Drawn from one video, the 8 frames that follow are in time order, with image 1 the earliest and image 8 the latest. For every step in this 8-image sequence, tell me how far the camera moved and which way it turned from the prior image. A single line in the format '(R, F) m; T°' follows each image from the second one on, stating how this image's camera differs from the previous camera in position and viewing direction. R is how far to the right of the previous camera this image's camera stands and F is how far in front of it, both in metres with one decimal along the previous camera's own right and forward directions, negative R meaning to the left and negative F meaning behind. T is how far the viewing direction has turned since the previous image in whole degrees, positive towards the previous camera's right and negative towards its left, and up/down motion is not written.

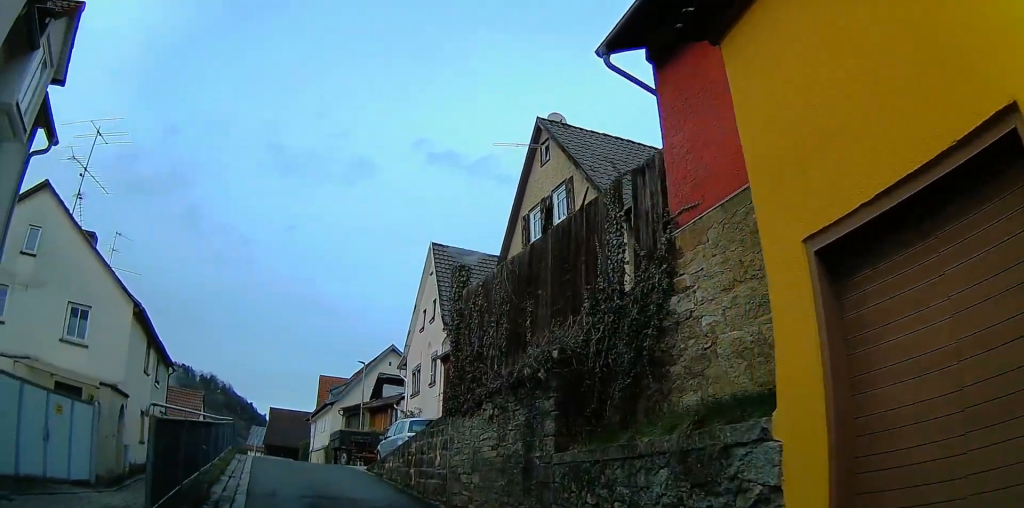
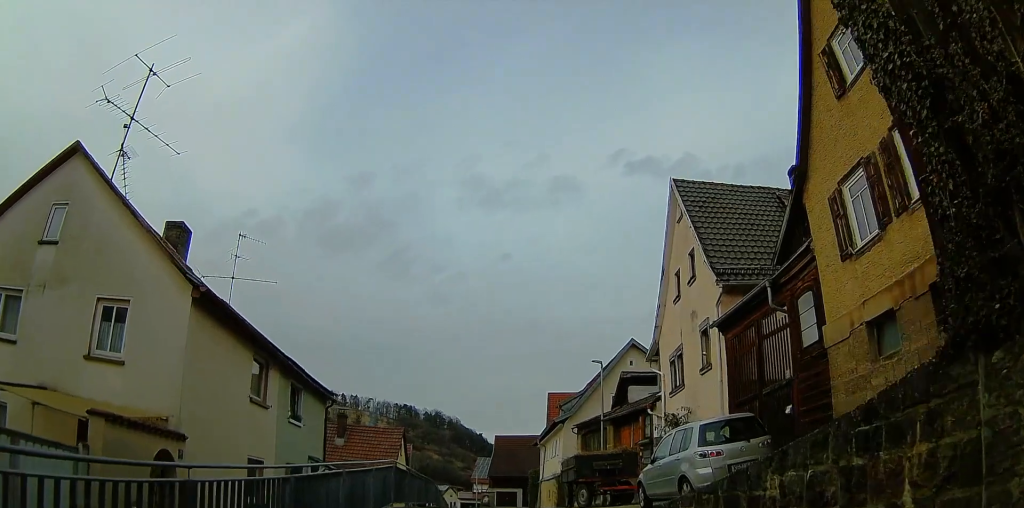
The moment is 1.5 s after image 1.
(-2.0, +7.7) m; -22°
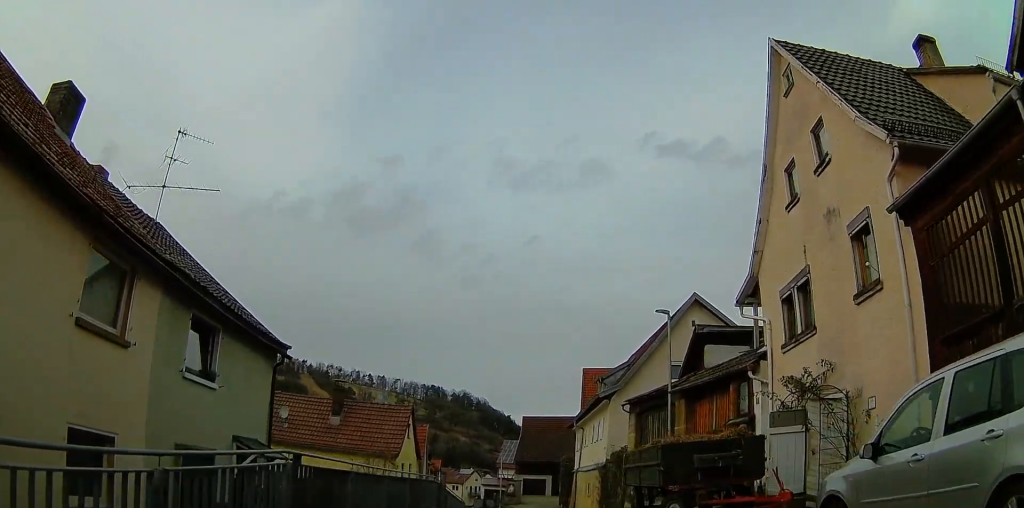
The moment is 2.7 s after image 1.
(-0.7, +6.4) m; -7°
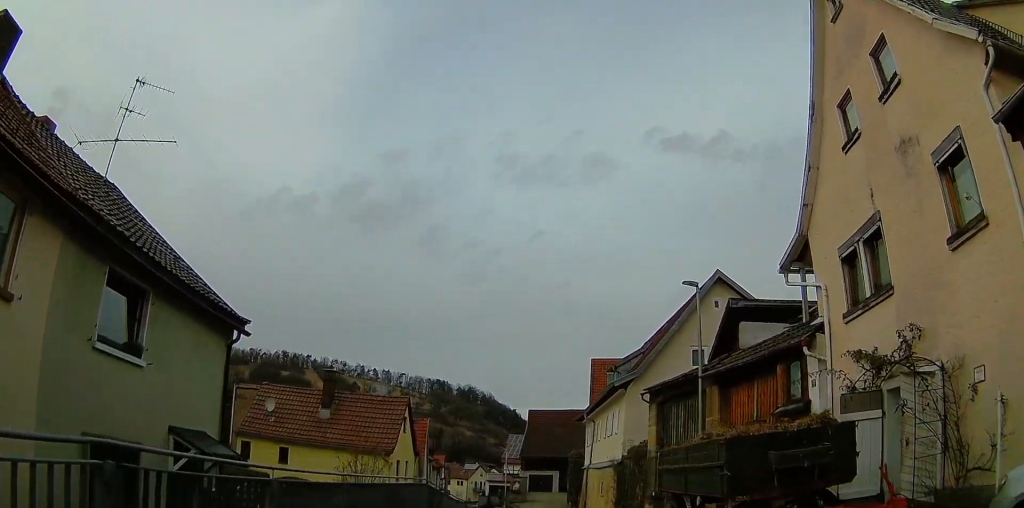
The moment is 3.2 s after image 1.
(0.0, +2.6) m; +1°
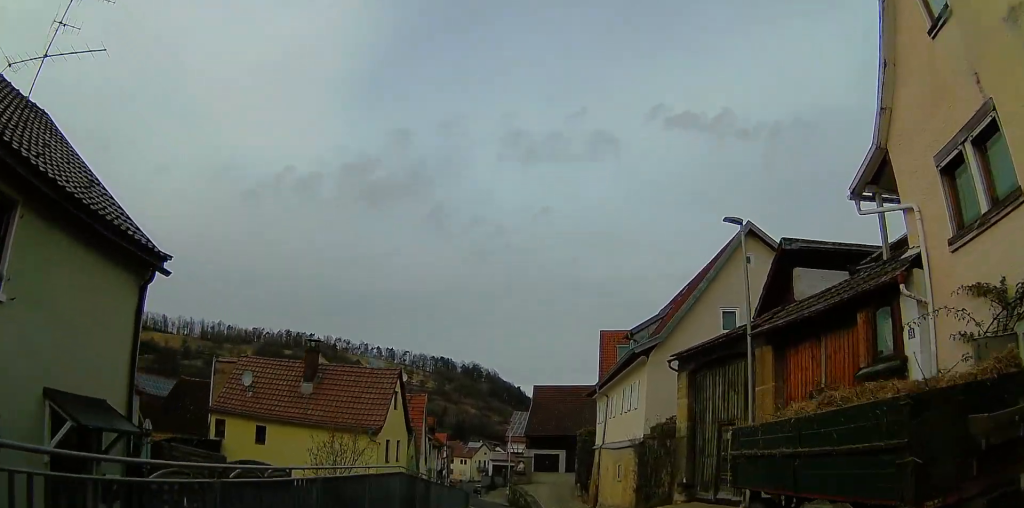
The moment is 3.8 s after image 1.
(0.0, +3.2) m; +1°
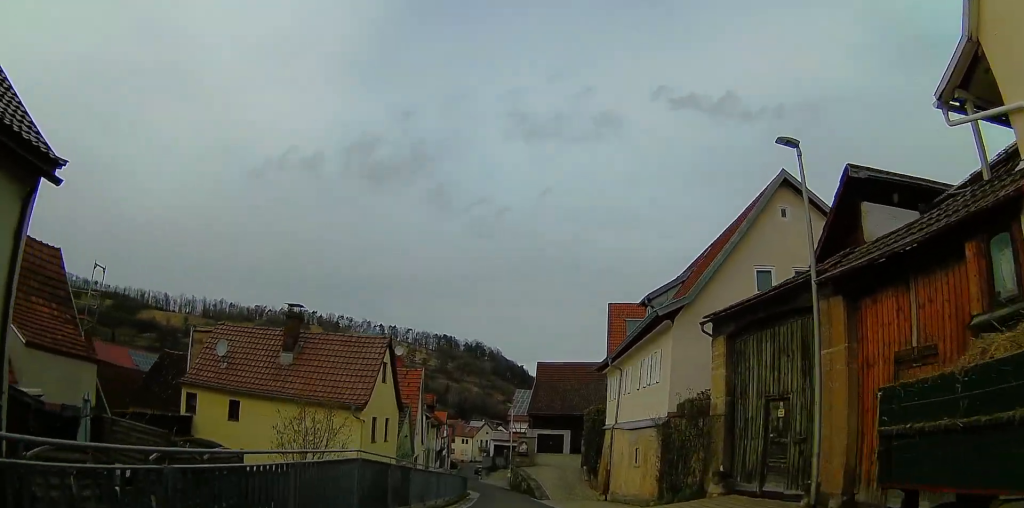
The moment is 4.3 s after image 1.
(0.0, +2.8) m; 0°
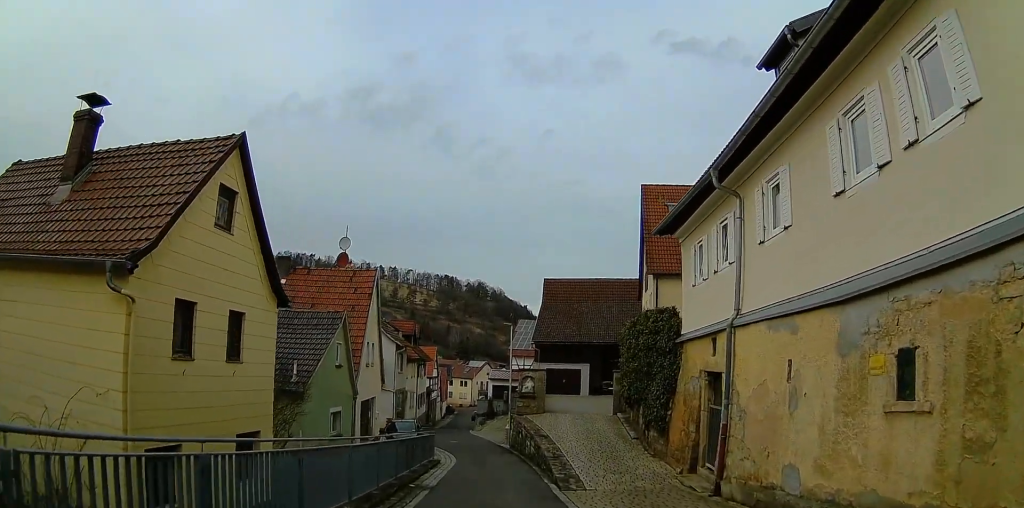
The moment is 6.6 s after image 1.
(-0.1, +13.8) m; -1°
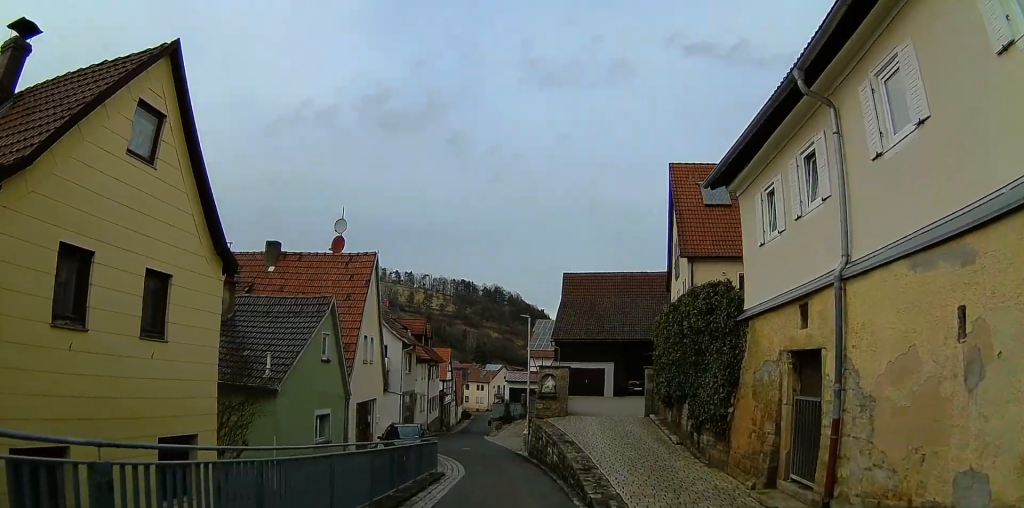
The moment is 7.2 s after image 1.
(0.0, +3.6) m; 0°
